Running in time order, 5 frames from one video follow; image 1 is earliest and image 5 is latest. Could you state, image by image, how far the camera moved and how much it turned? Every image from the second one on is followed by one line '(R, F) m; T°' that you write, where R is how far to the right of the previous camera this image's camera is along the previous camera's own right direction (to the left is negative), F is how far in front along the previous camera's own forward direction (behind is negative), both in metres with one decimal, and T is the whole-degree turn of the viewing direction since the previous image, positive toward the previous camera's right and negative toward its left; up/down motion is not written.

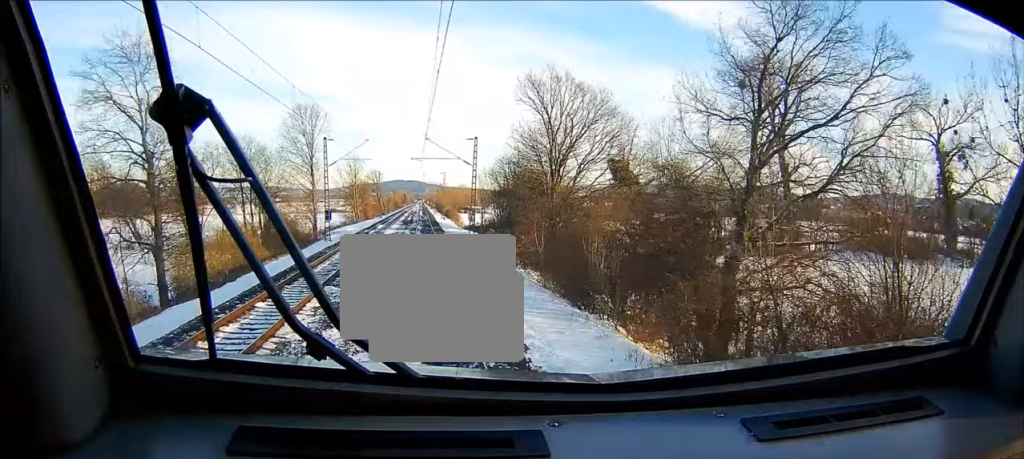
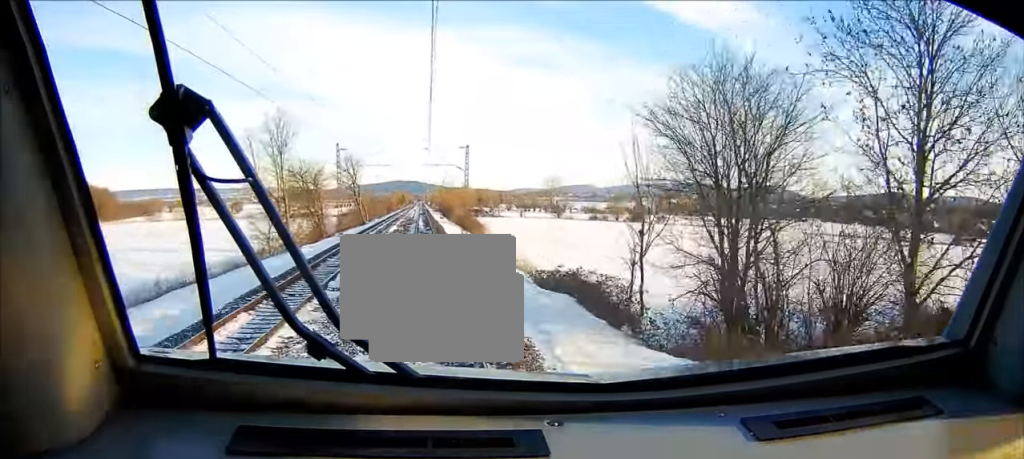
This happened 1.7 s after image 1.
(-0.1, +62.2) m; 0°
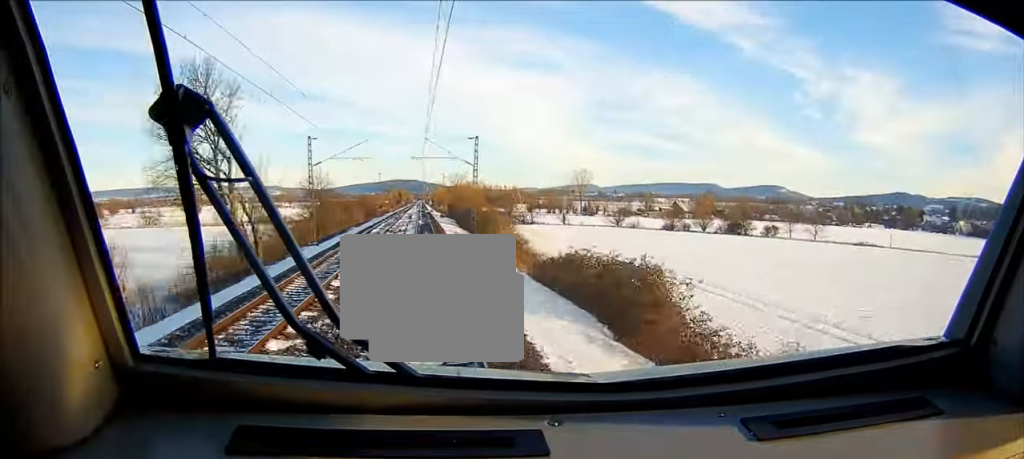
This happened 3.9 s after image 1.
(0.0, +77.5) m; 0°
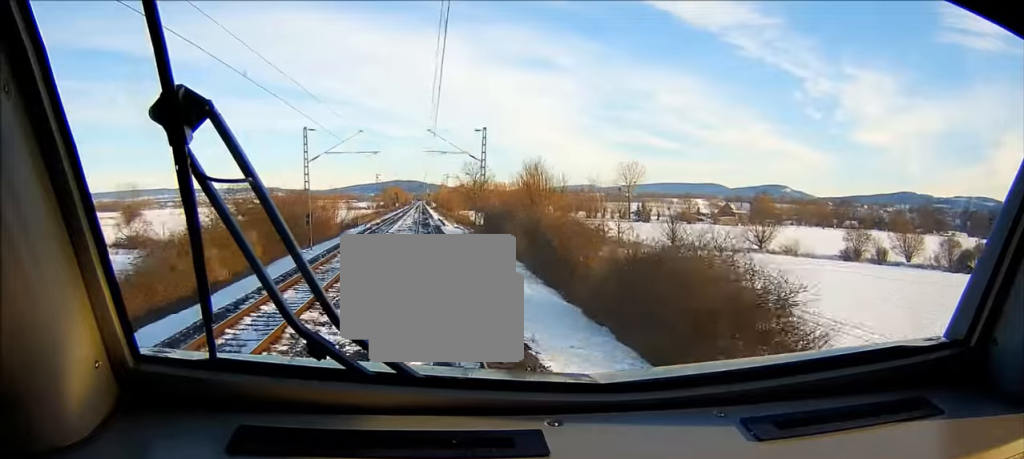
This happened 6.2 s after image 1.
(+0.1, +82.0) m; 0°
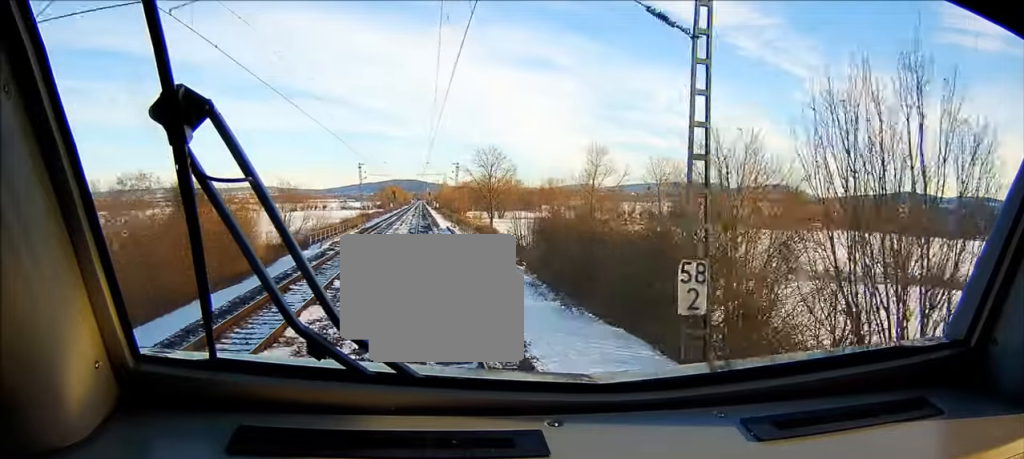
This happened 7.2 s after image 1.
(-0.1, +34.4) m; 0°
